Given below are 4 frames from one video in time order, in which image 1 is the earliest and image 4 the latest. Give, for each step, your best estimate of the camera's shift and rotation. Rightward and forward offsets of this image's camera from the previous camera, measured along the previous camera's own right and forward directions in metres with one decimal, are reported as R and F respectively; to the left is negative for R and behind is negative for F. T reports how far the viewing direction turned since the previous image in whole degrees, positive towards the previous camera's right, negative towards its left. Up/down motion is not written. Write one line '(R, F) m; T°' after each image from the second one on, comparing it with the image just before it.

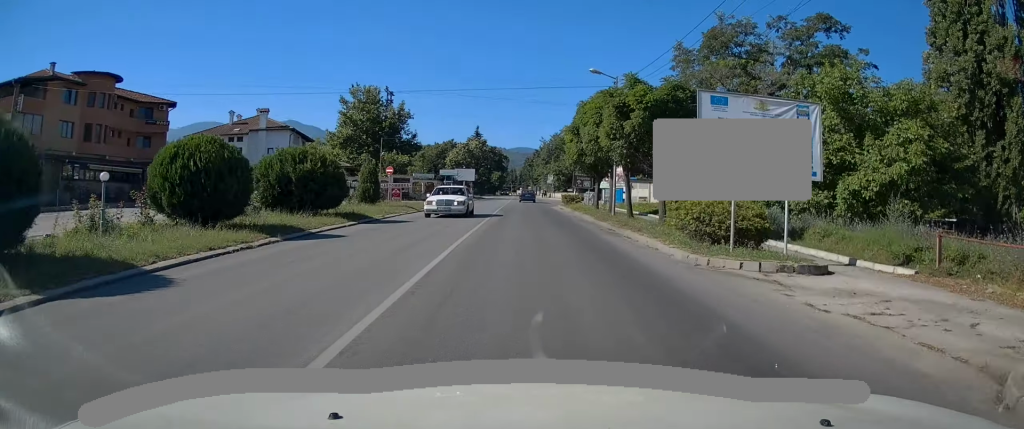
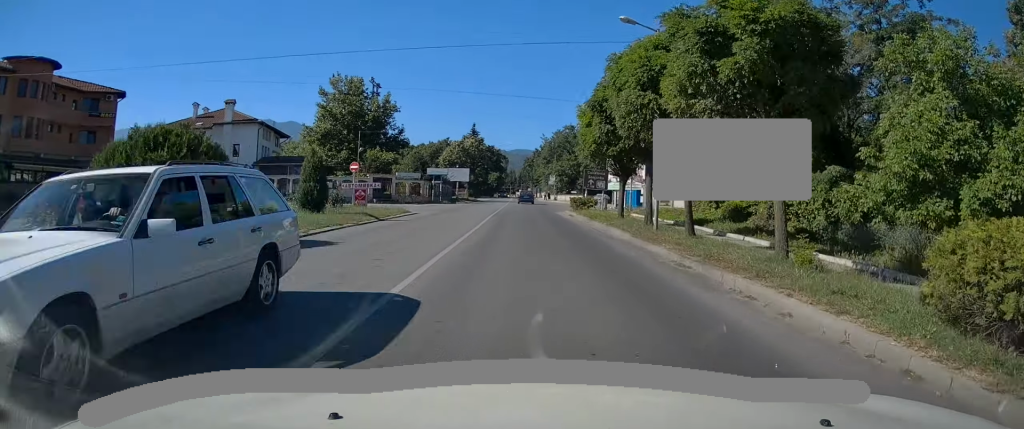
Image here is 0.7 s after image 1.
(-0.1, +9.0) m; 0°
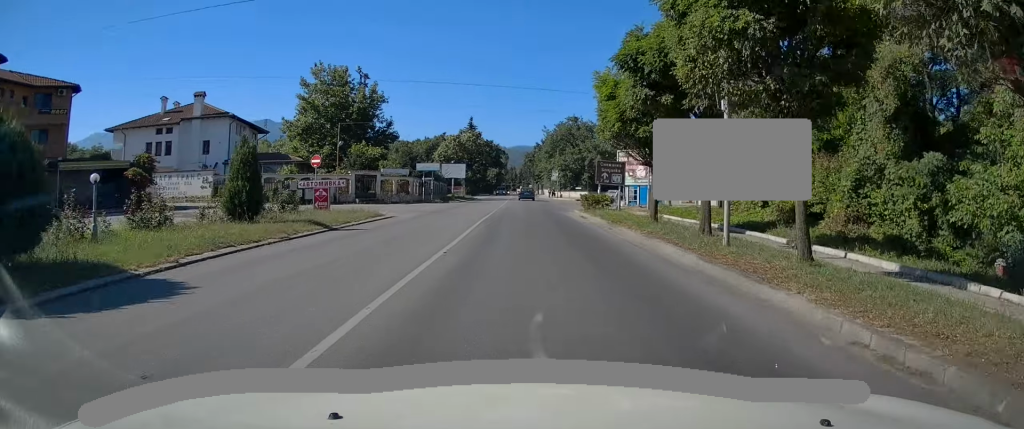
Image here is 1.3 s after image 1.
(+0.1, +6.5) m; 0°
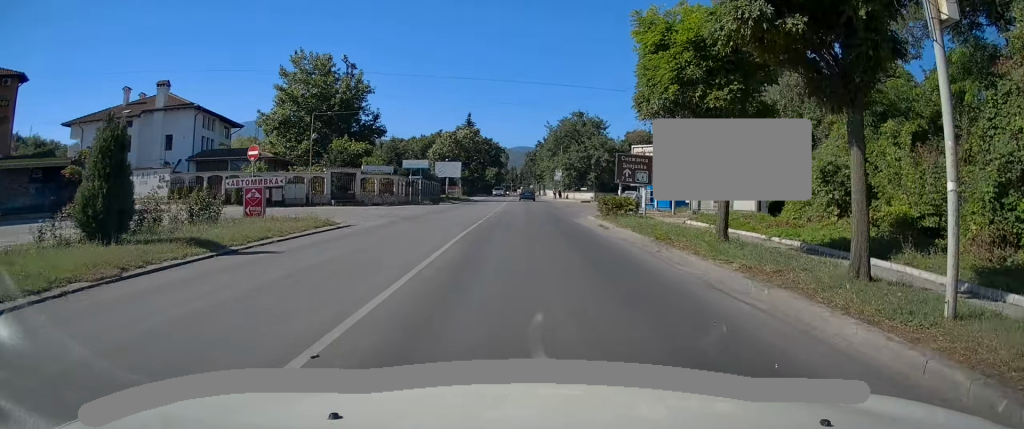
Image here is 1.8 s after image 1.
(0.0, +6.9) m; 0°
